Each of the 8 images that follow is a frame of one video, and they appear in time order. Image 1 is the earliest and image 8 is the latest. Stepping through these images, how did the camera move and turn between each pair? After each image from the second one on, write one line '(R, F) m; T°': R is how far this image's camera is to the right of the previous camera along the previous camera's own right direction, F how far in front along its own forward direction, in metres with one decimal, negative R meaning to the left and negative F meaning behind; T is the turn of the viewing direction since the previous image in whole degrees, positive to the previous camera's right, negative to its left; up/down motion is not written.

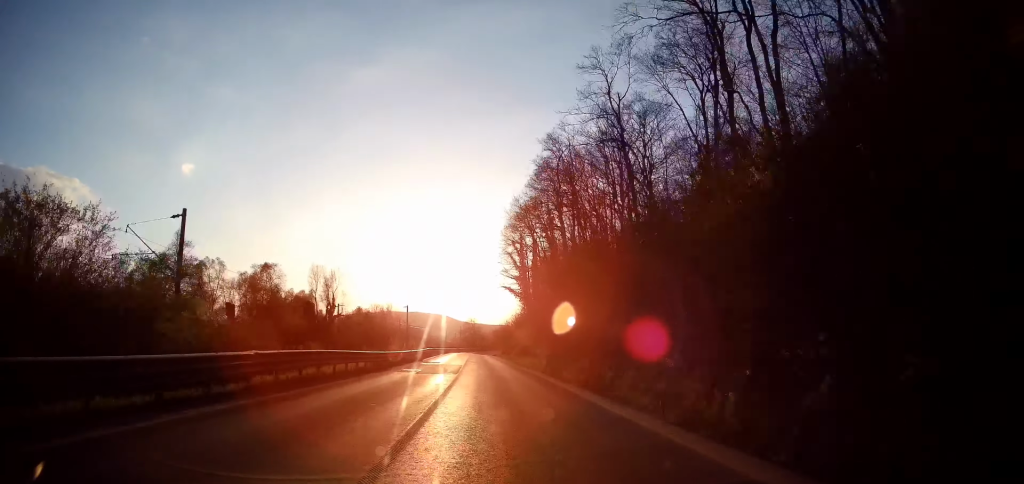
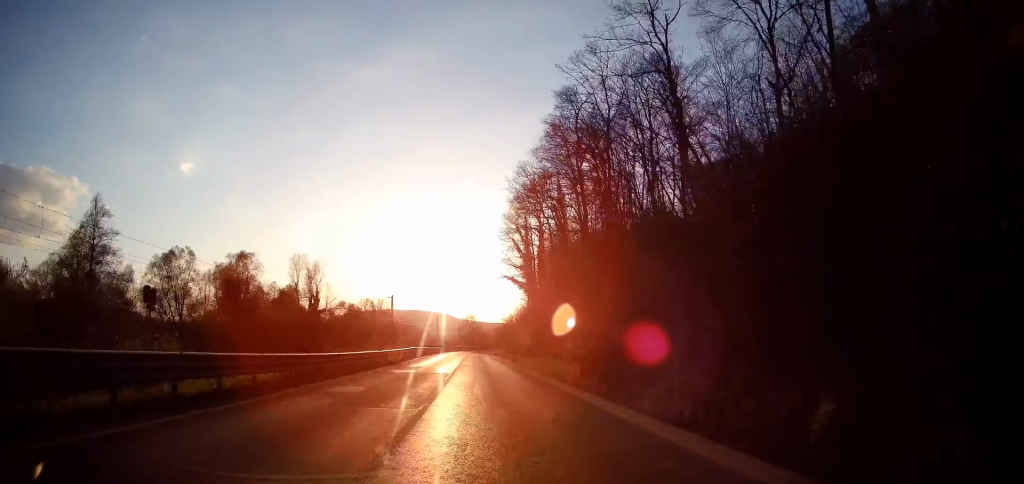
(-0.3, +13.2) m; 0°
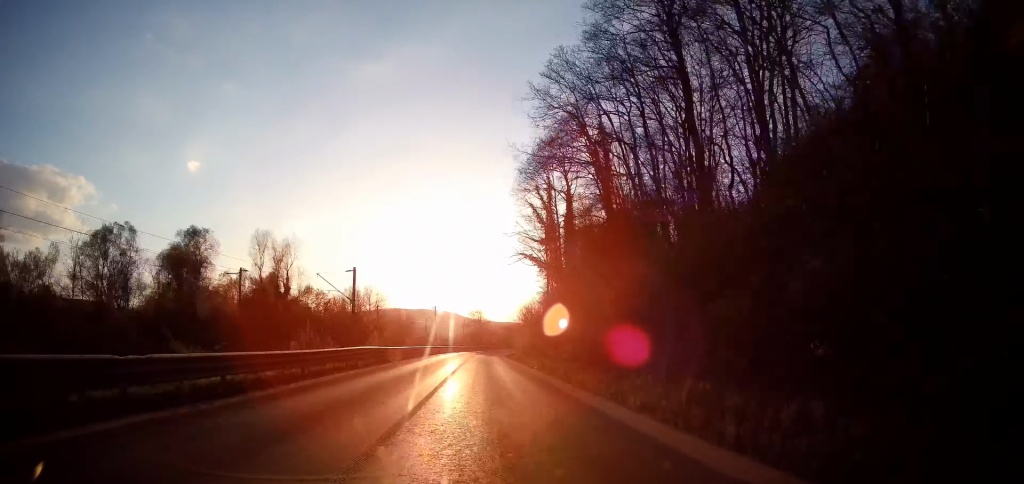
(0.0, +23.7) m; 0°
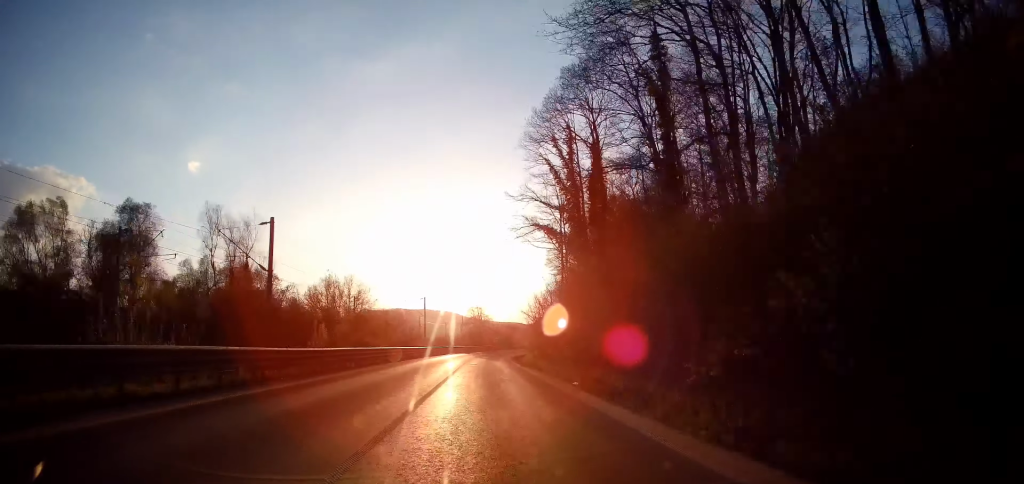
(-0.1, +18.1) m; -1°
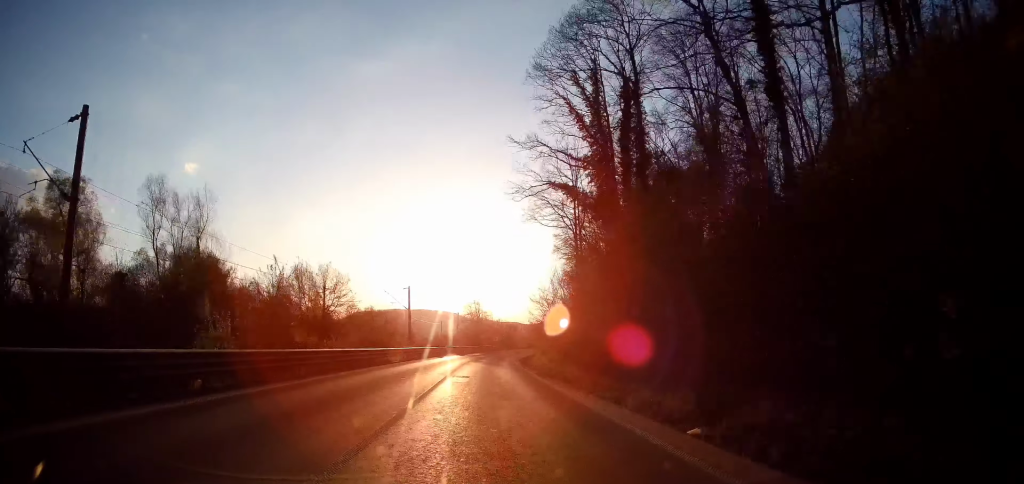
(-0.2, +14.7) m; -1°
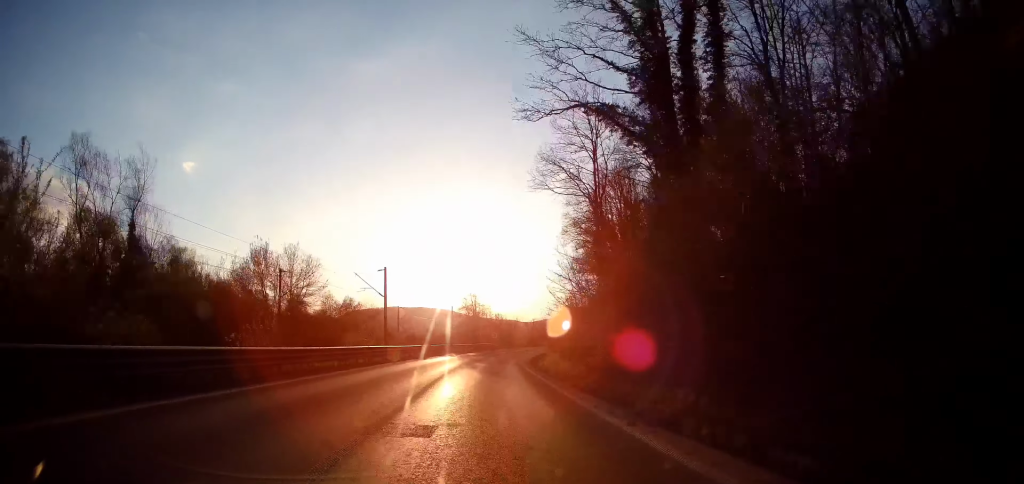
(0.0, +13.9) m; 0°
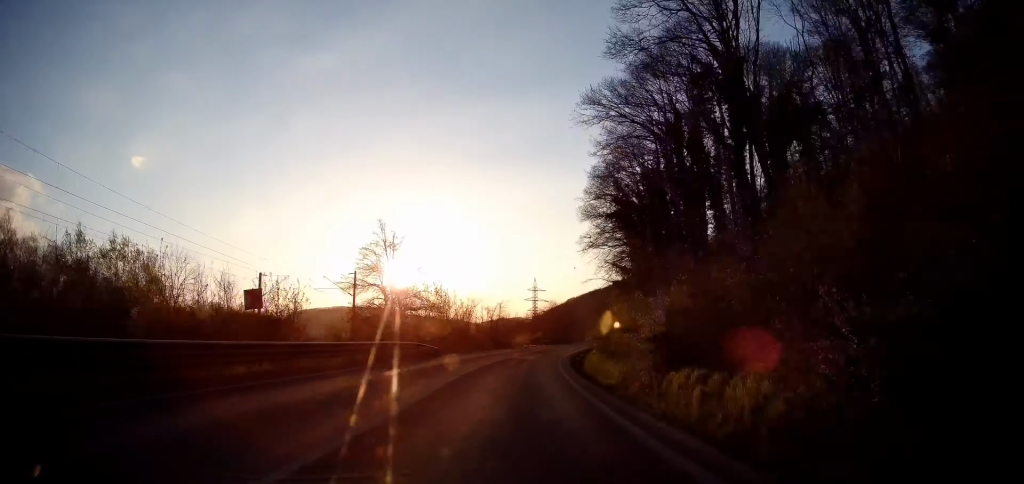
(+0.4, +50.9) m; +3°
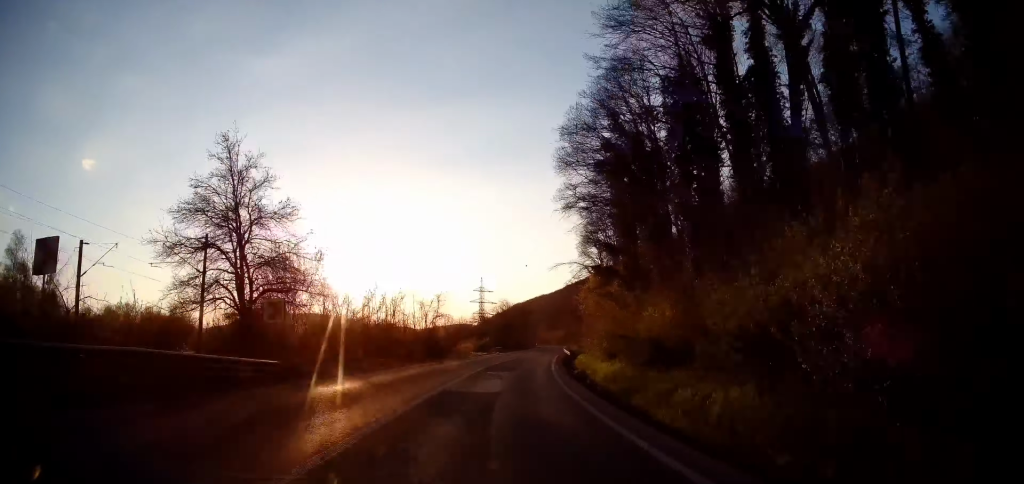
(+1.0, +23.7) m; +5°
